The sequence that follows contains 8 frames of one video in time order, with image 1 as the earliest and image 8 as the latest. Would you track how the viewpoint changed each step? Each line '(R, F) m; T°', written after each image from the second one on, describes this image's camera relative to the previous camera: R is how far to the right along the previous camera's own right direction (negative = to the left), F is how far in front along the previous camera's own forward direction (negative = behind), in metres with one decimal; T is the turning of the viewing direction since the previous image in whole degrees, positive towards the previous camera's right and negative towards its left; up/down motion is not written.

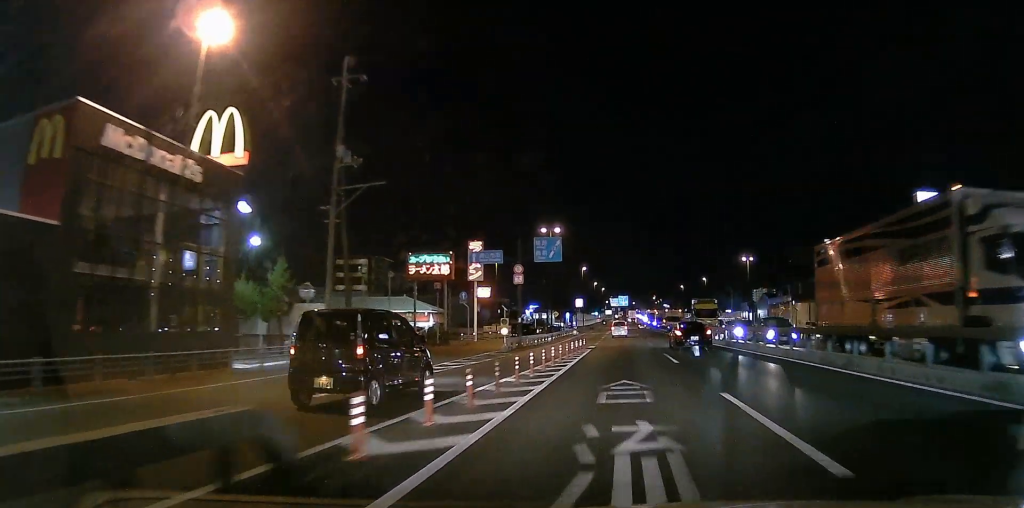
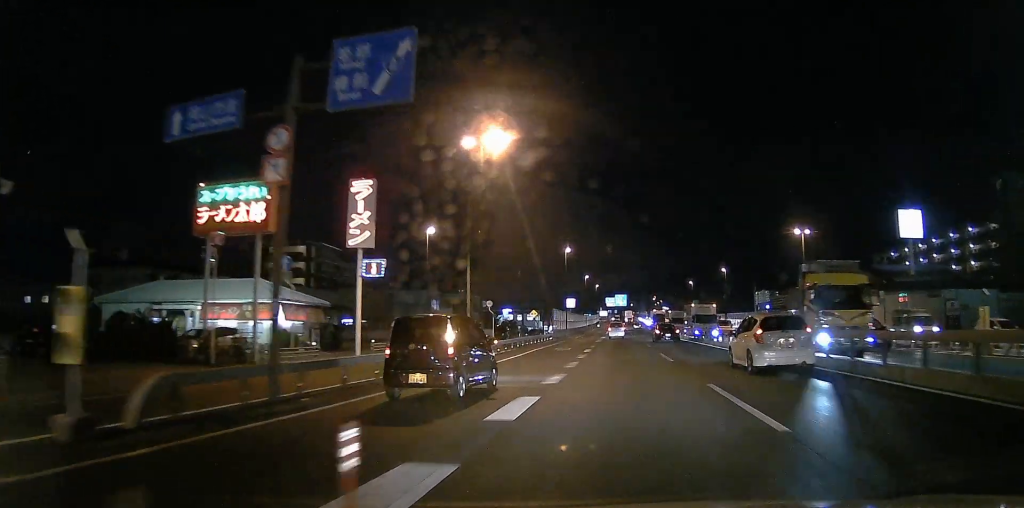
(+0.4, +28.7) m; +1°
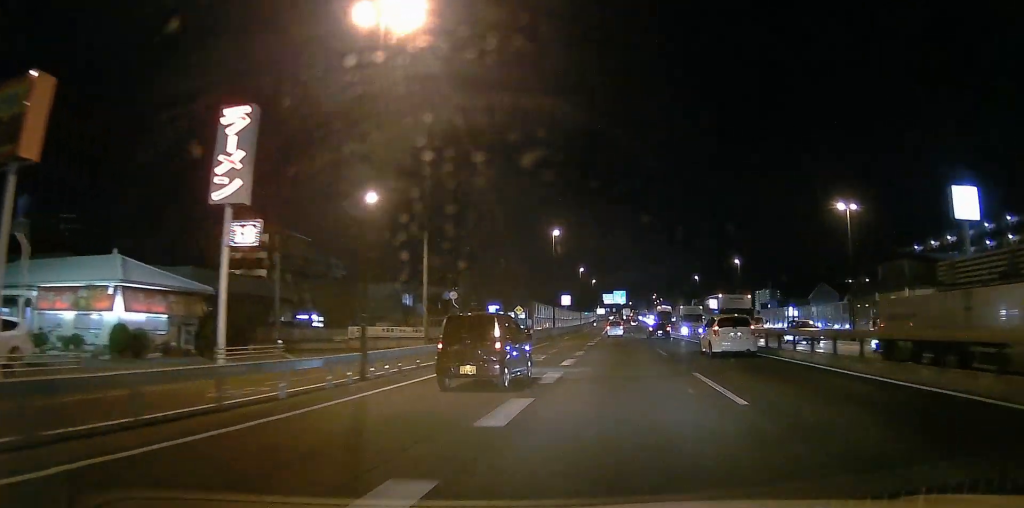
(-0.1, +13.1) m; 0°
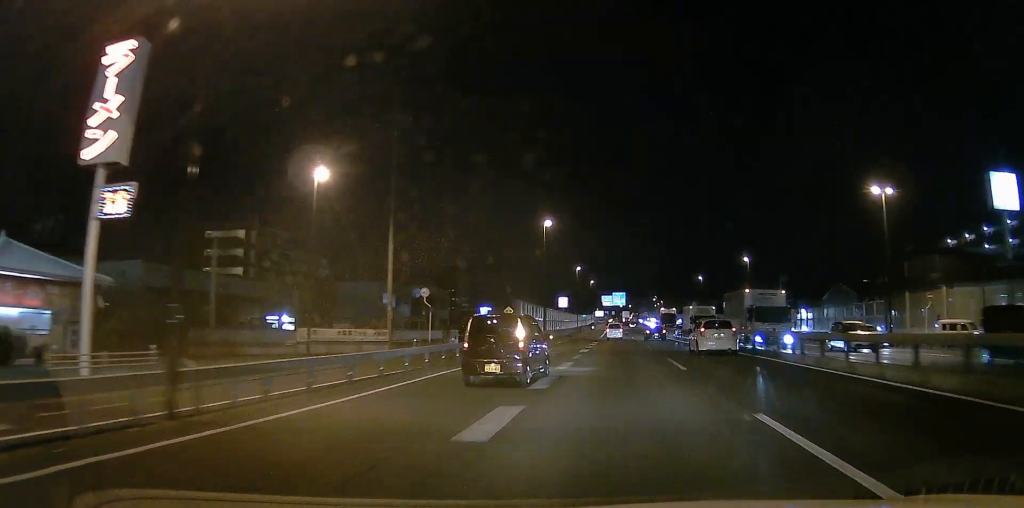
(0.0, +7.1) m; 0°
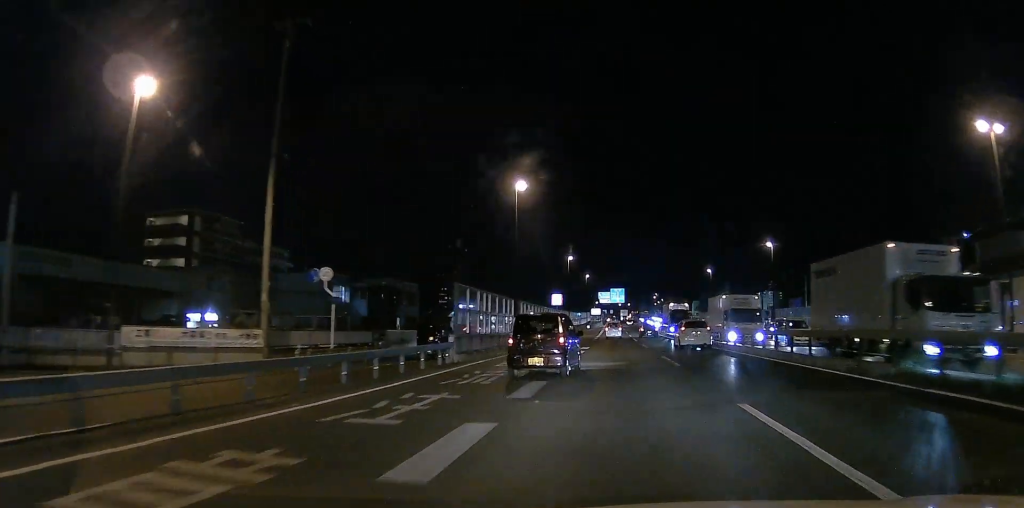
(0.0, +14.2) m; 0°
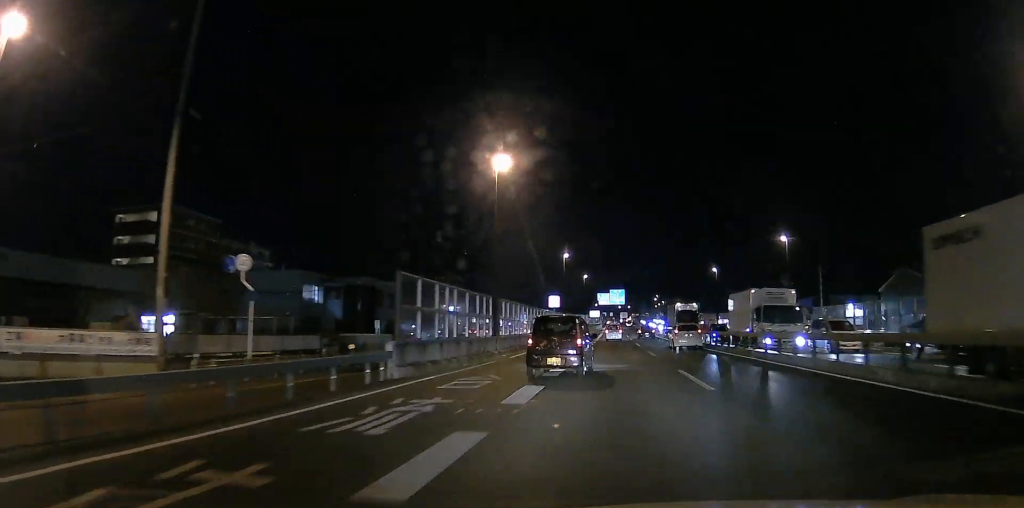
(+0.1, +6.6) m; 0°
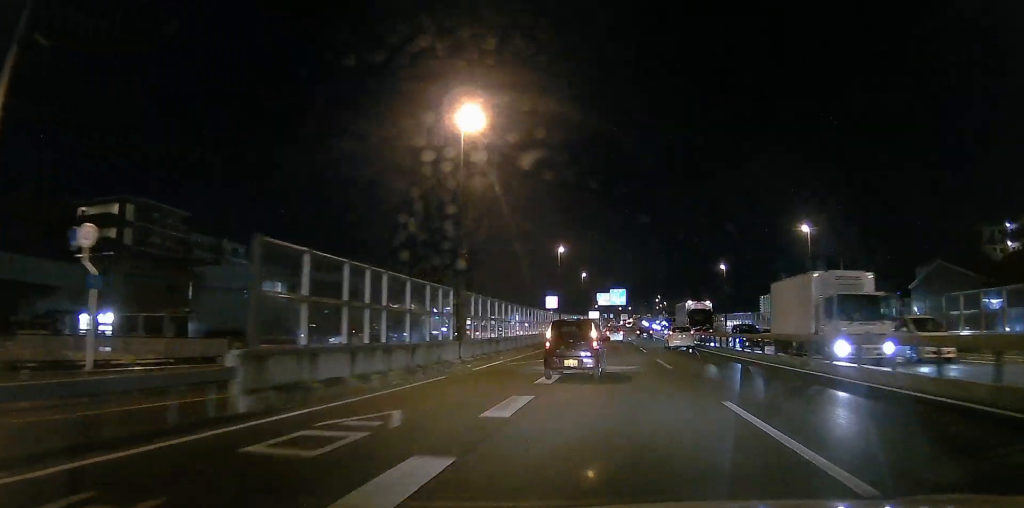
(-0.1, +7.6) m; 0°
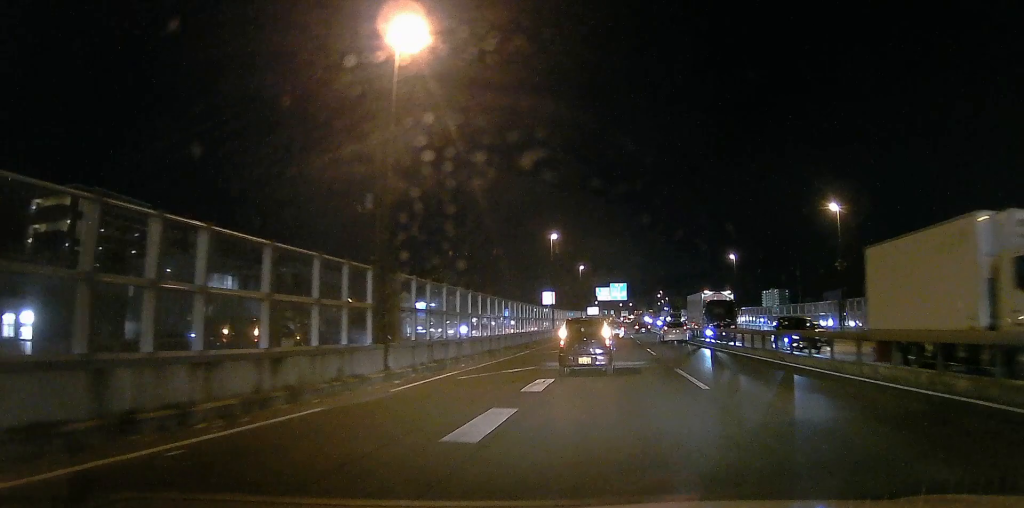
(-0.1, +8.1) m; 0°
